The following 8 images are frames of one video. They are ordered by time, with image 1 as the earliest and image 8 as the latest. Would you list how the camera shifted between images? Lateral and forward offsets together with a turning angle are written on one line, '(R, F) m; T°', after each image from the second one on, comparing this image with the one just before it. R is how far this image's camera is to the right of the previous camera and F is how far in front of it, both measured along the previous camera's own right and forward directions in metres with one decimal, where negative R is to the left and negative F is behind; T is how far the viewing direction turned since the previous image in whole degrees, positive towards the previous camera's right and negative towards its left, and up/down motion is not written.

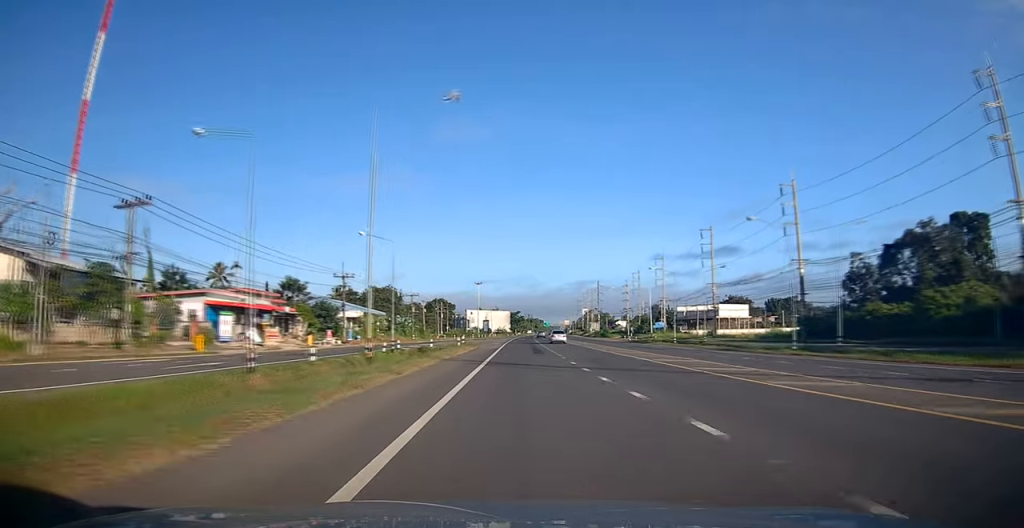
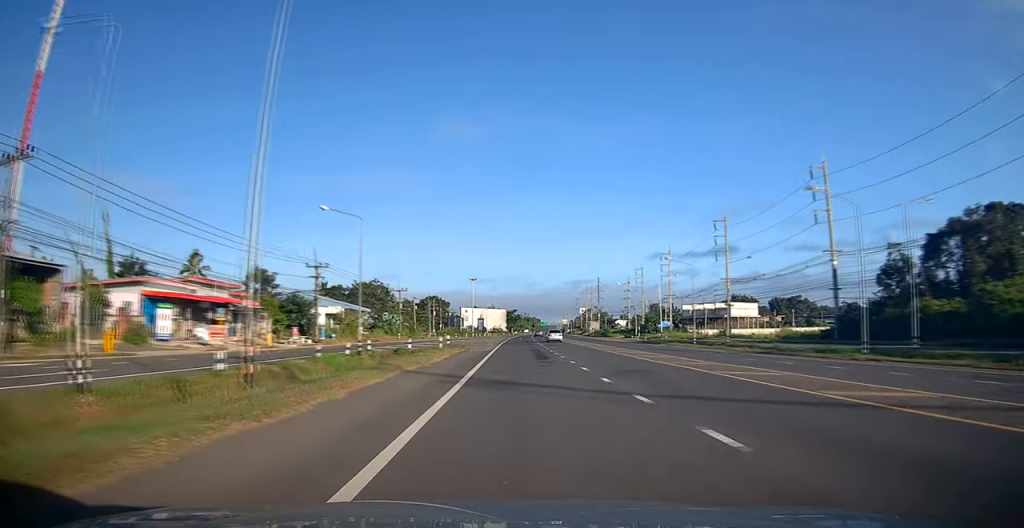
(-0.2, +8.7) m; 0°
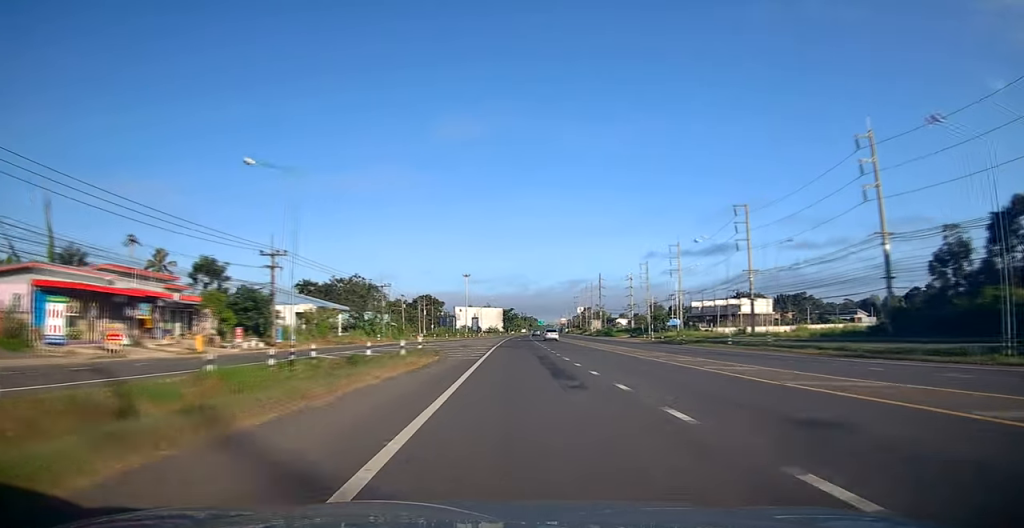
(-0.5, +10.6) m; 0°
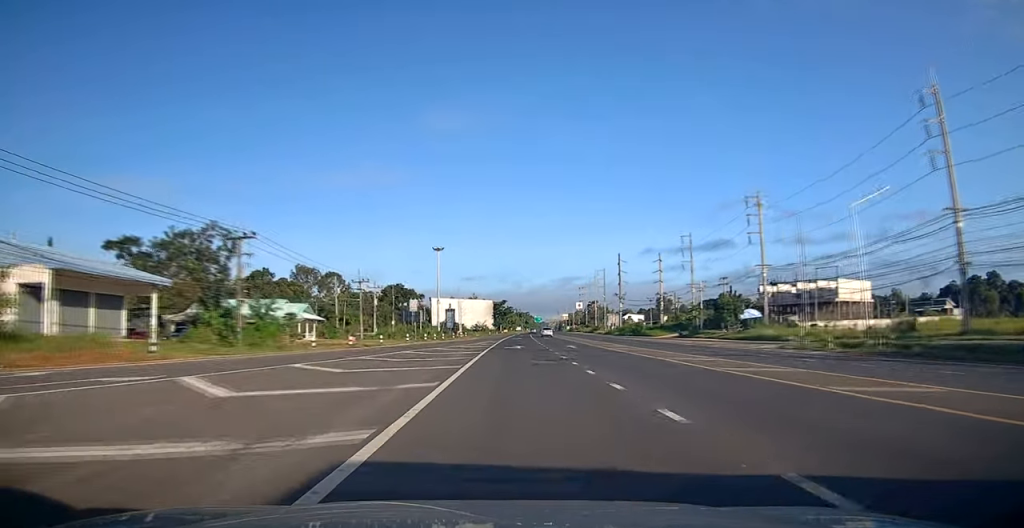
(+1.7, +44.7) m; +1°
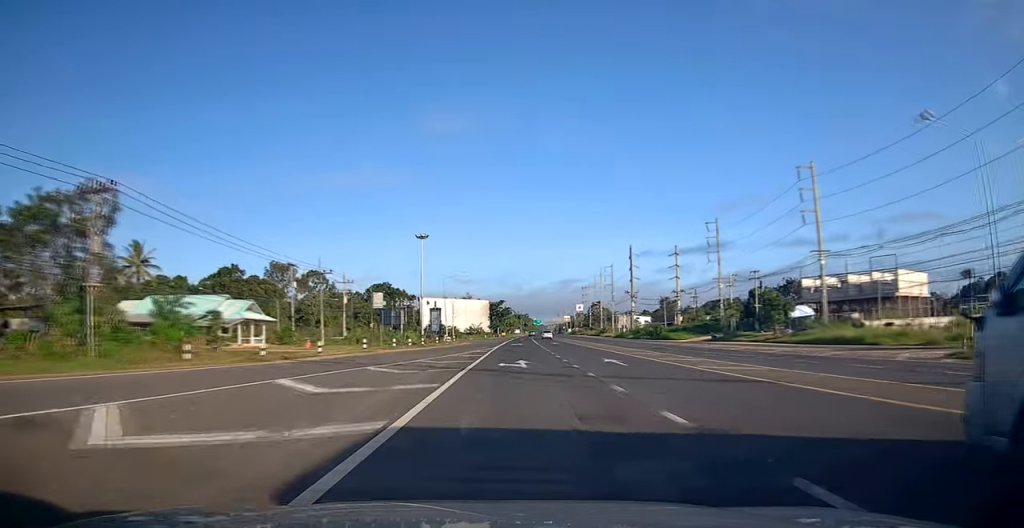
(-0.2, +16.2) m; -1°
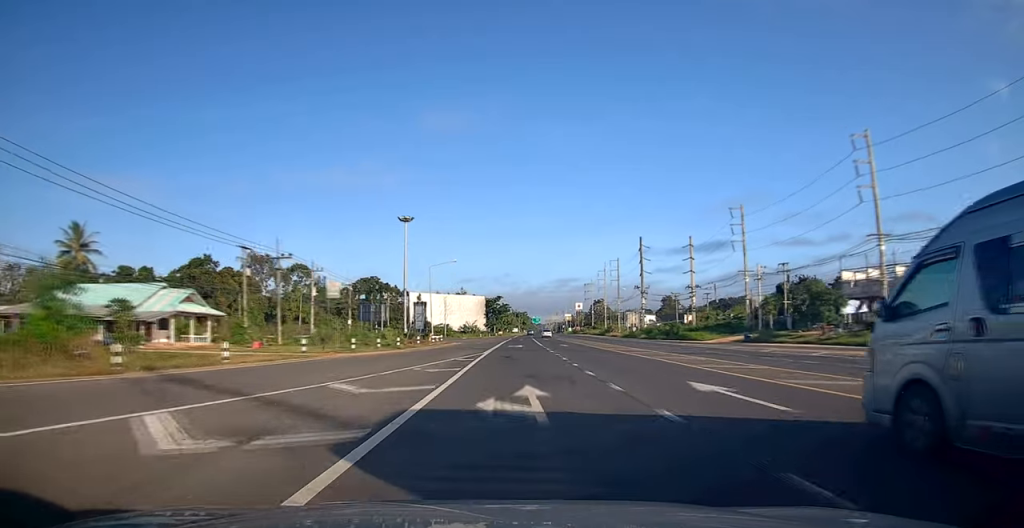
(0.0, +11.8) m; +1°
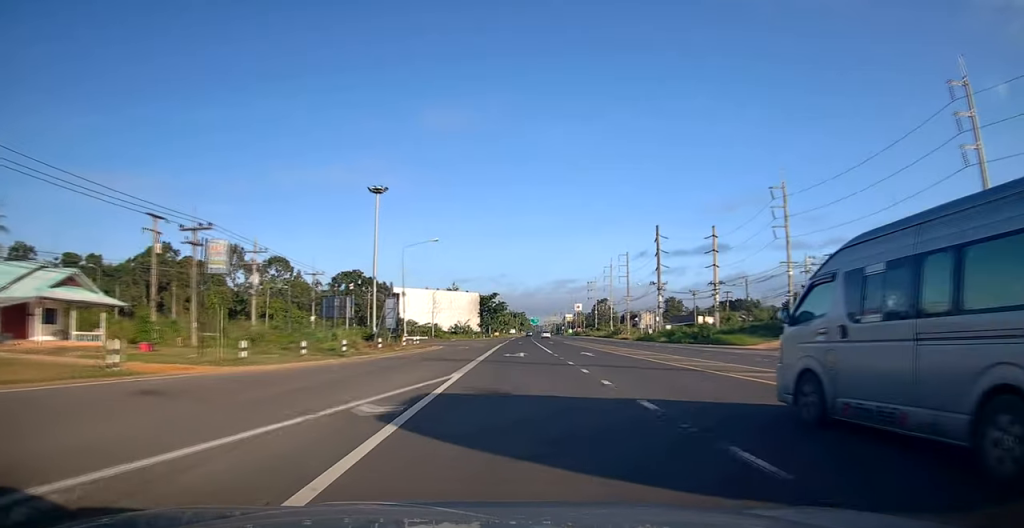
(+0.2, +14.9) m; +1°
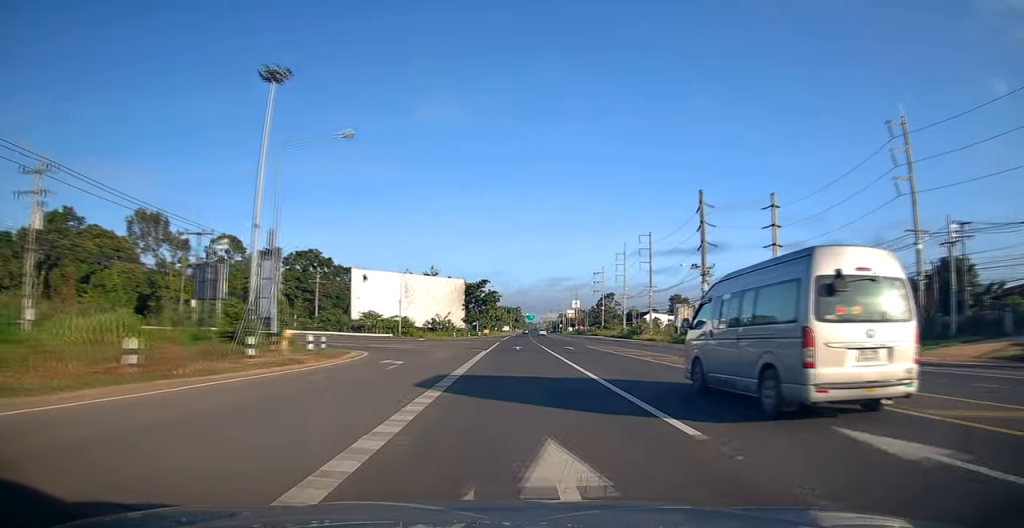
(+0.2, +26.5) m; 0°
